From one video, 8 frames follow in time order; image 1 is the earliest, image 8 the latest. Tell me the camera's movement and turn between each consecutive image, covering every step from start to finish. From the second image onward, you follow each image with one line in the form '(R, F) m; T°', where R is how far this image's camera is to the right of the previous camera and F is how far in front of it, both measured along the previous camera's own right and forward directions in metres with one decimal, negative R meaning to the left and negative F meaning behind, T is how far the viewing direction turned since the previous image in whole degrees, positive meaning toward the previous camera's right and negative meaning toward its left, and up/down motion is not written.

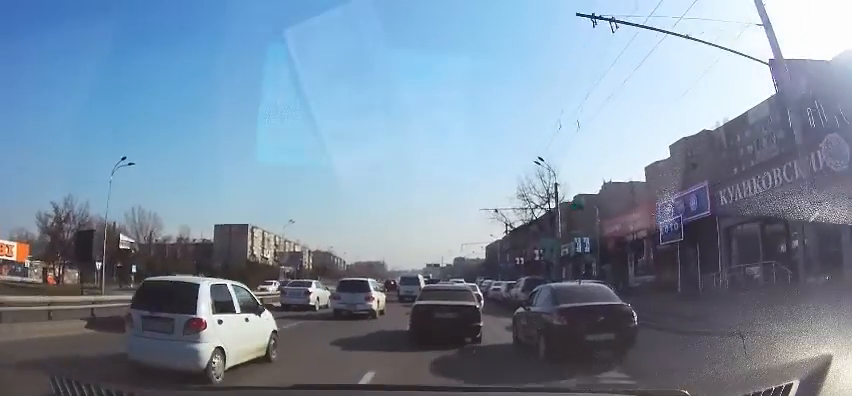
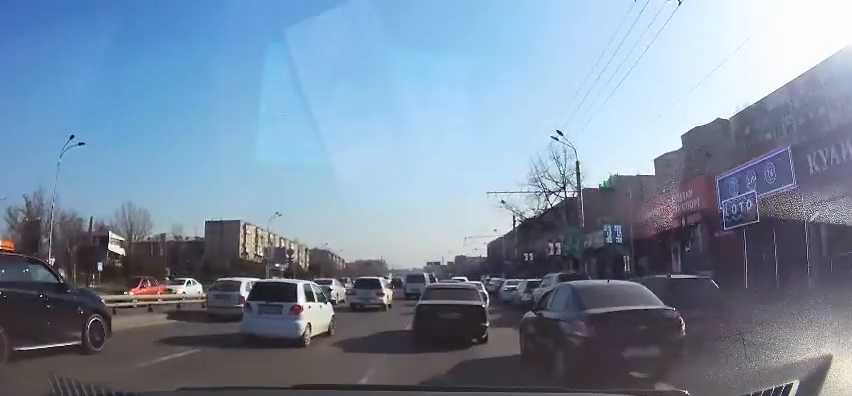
(0.0, +6.5) m; 0°
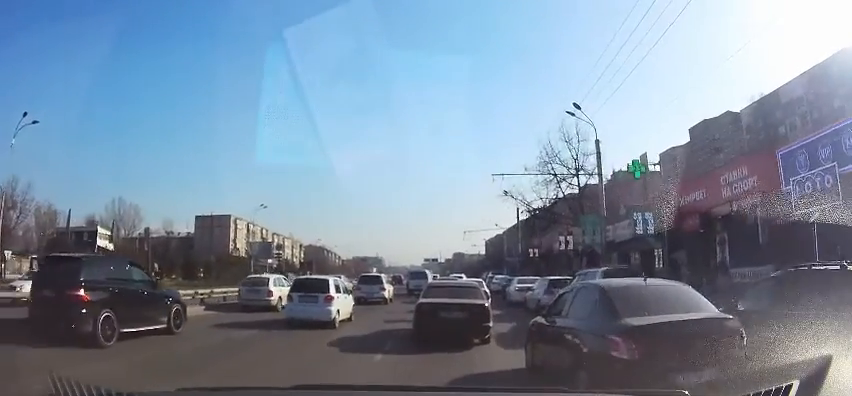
(0.0, +4.8) m; 0°
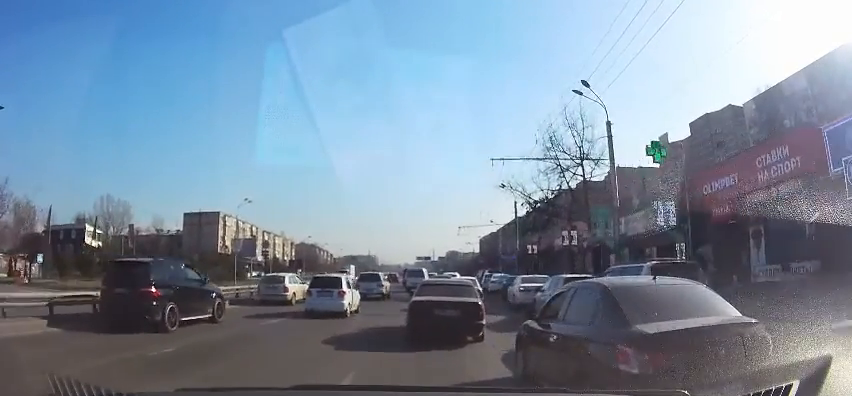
(0.0, +3.4) m; 0°
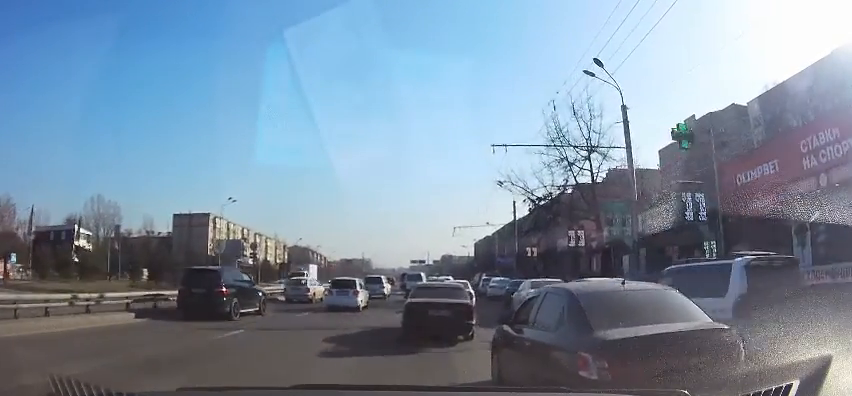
(0.0, +4.0) m; 0°
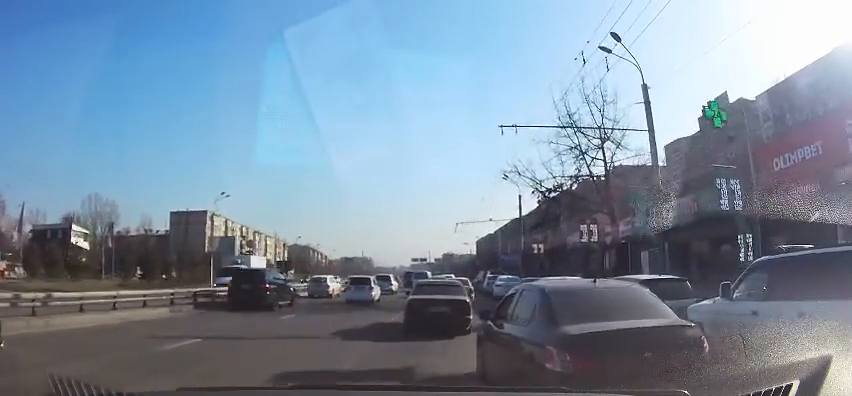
(0.0, +3.0) m; 0°
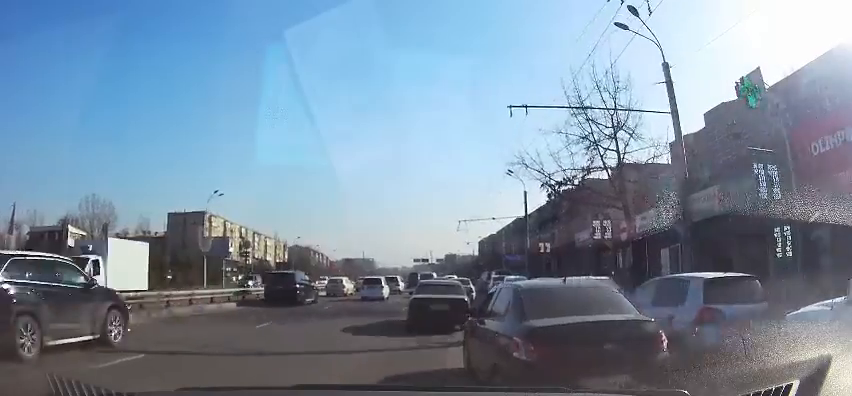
(0.0, +2.7) m; 0°
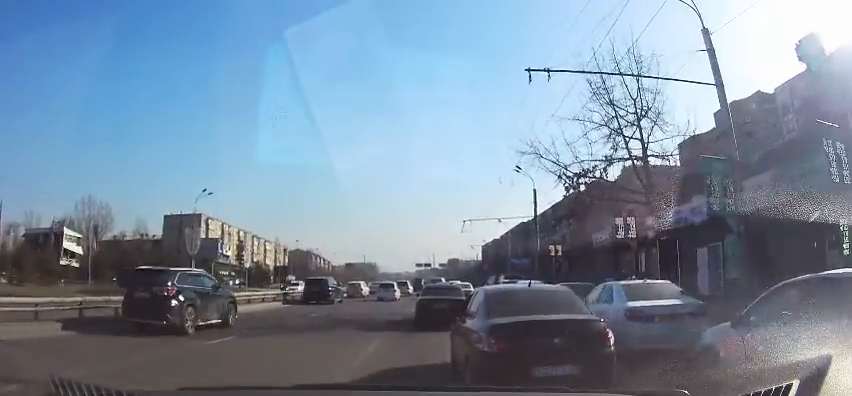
(0.0, +3.9) m; -1°
